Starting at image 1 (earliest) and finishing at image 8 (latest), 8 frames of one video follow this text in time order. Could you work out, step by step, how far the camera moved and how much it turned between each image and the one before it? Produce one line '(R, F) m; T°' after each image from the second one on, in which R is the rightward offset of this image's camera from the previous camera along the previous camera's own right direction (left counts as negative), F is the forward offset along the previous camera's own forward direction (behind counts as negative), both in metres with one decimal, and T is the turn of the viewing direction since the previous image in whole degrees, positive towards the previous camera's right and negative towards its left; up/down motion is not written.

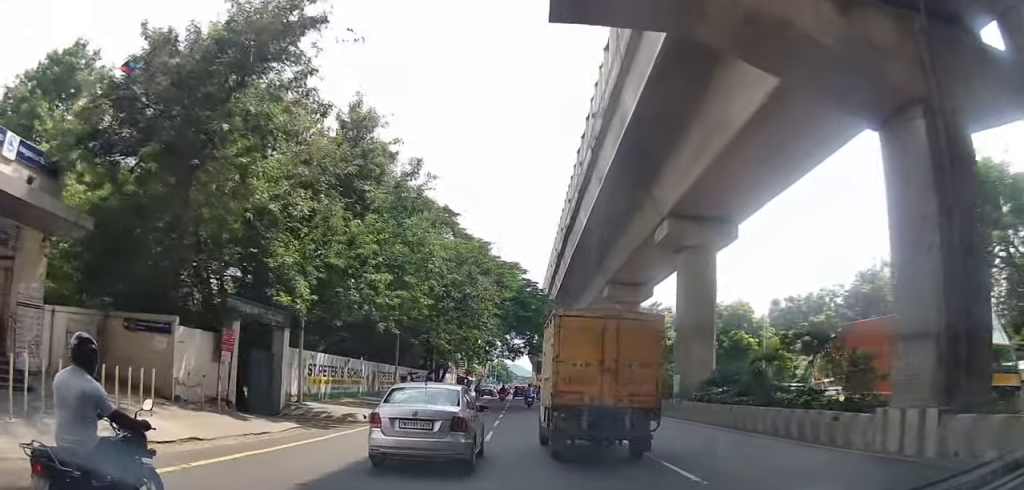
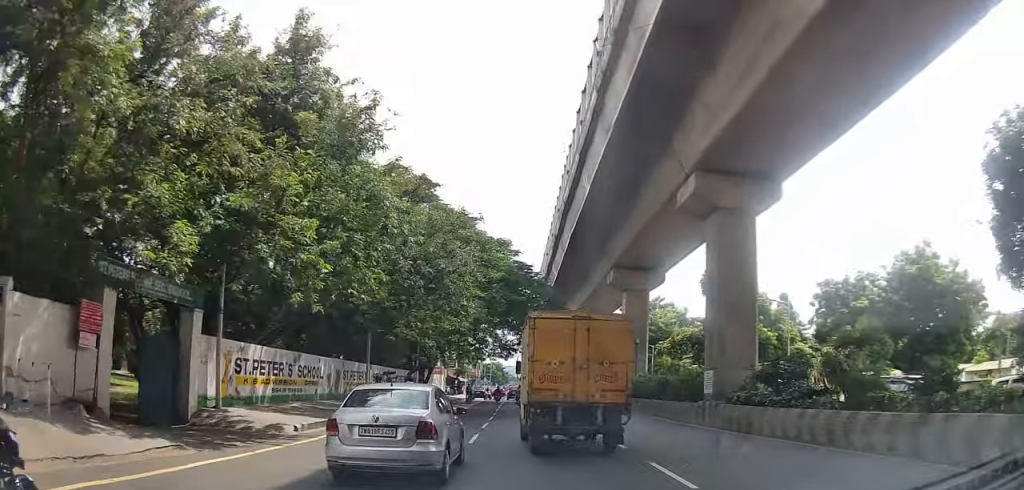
(+0.1, +8.0) m; +1°
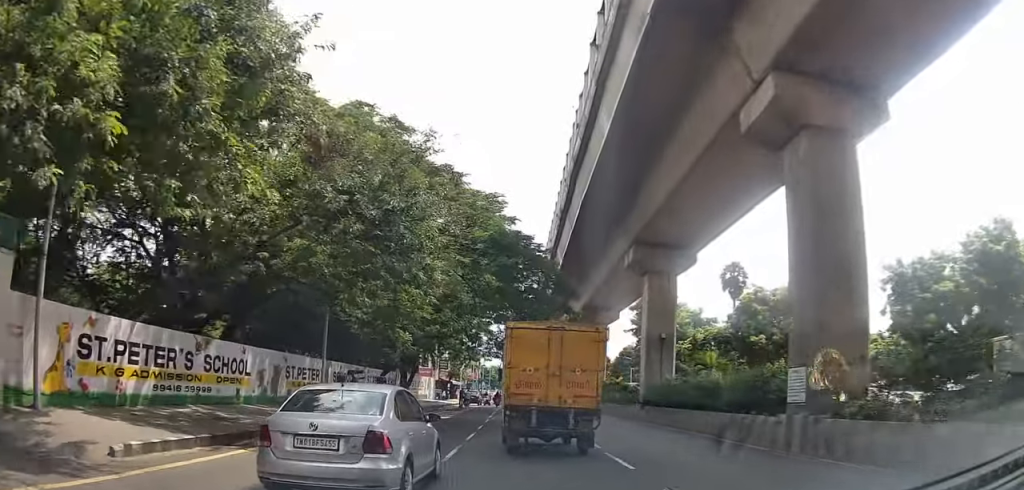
(+0.1, +10.4) m; +1°
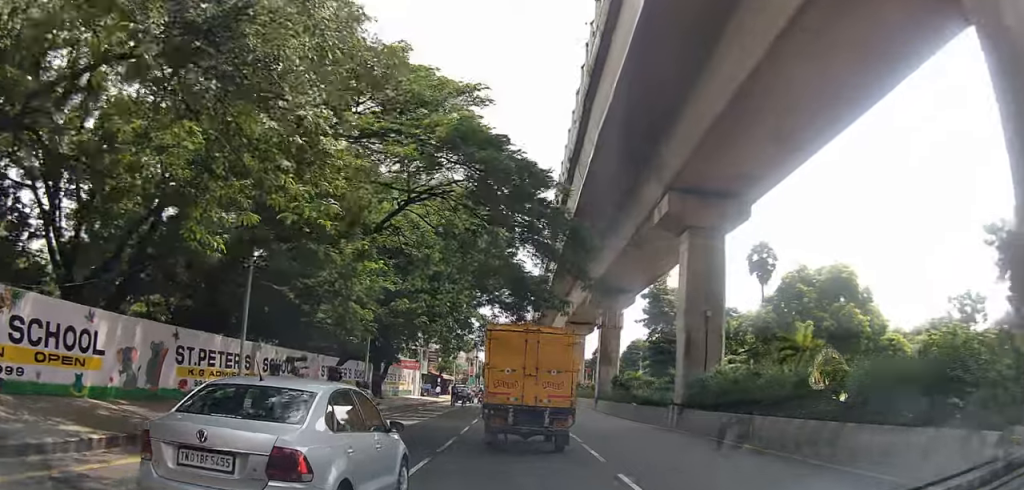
(0.0, +10.5) m; 0°
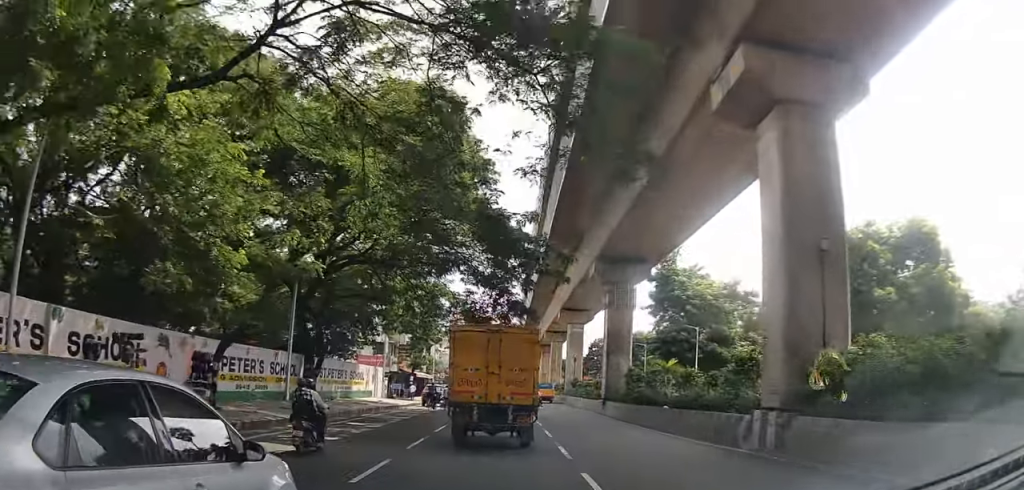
(0.0, +12.7) m; 0°
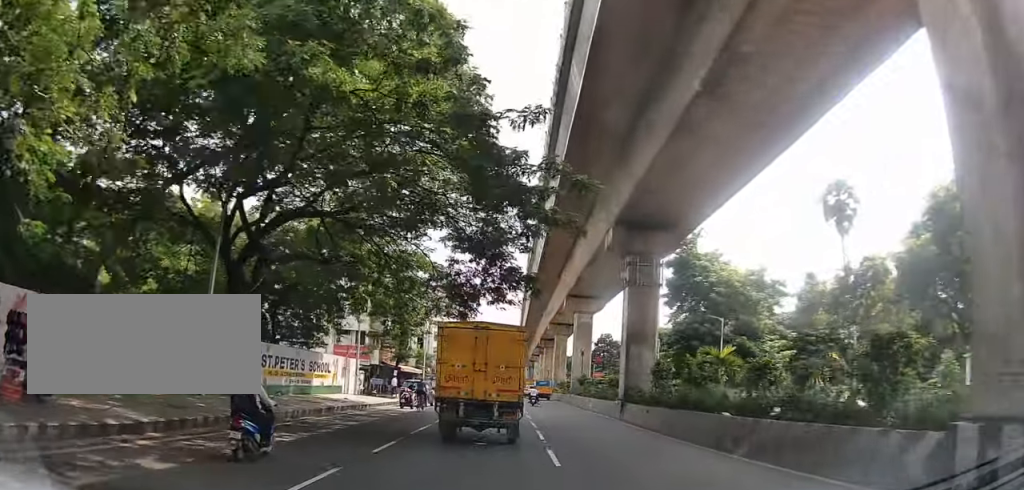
(0.0, +8.4) m; -1°
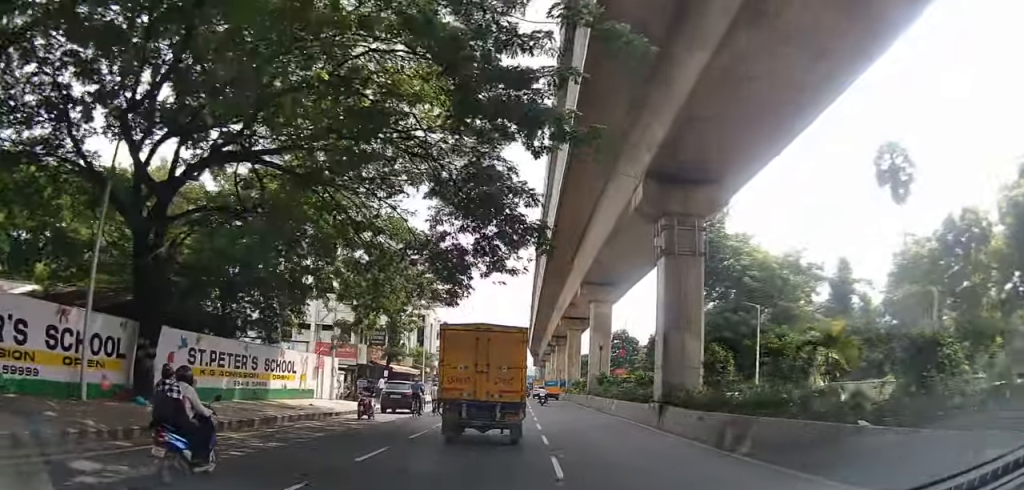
(-0.1, +7.3) m; -1°
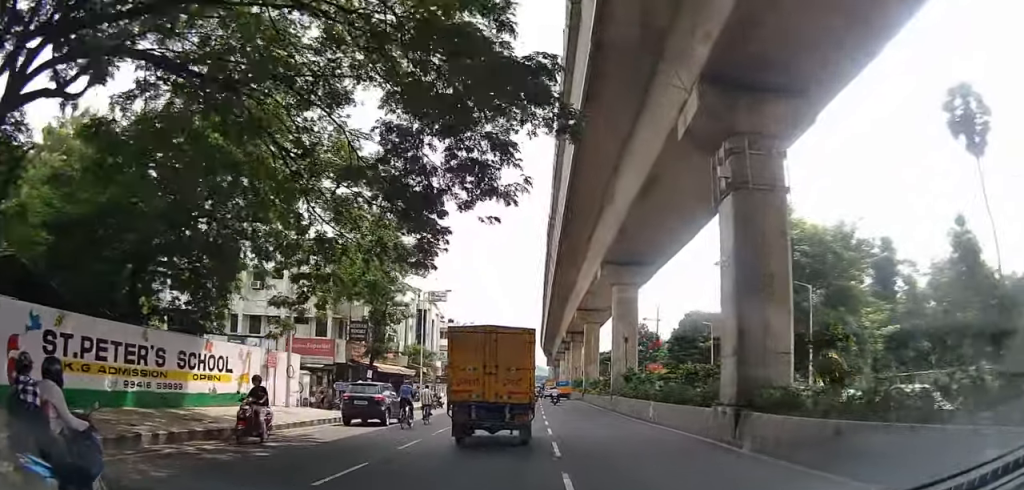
(-0.1, +7.8) m; -1°
